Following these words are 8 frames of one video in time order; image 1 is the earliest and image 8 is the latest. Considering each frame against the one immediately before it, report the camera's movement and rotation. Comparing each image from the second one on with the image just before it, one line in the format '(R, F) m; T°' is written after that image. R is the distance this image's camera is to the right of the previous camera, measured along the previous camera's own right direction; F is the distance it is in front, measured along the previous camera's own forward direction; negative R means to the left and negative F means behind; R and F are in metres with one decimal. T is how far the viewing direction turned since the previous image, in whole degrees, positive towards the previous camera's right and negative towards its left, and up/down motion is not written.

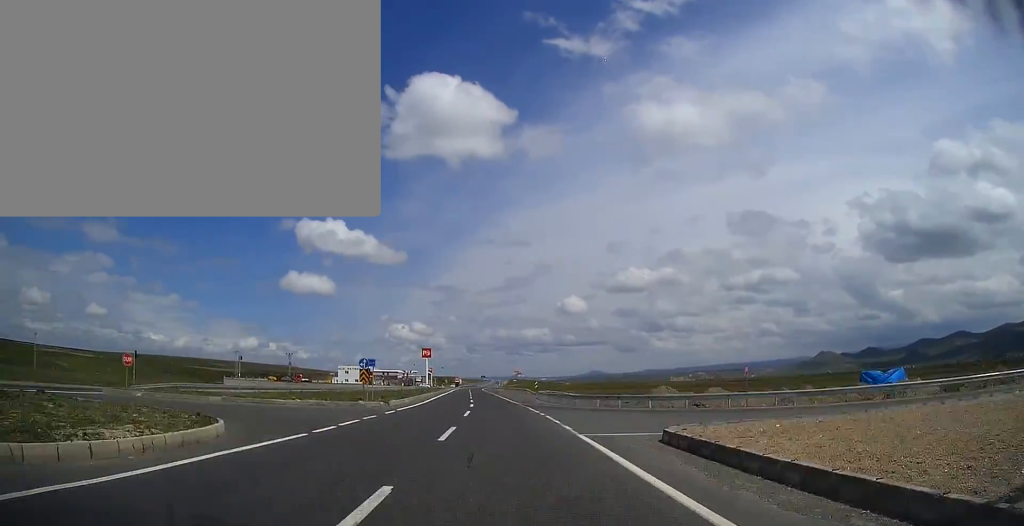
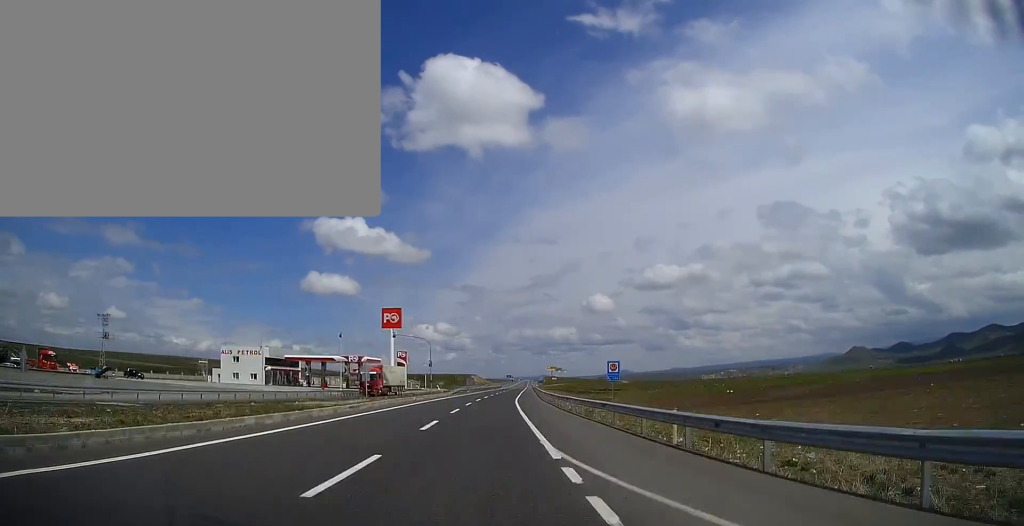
(-3.2, +144.2) m; 0°
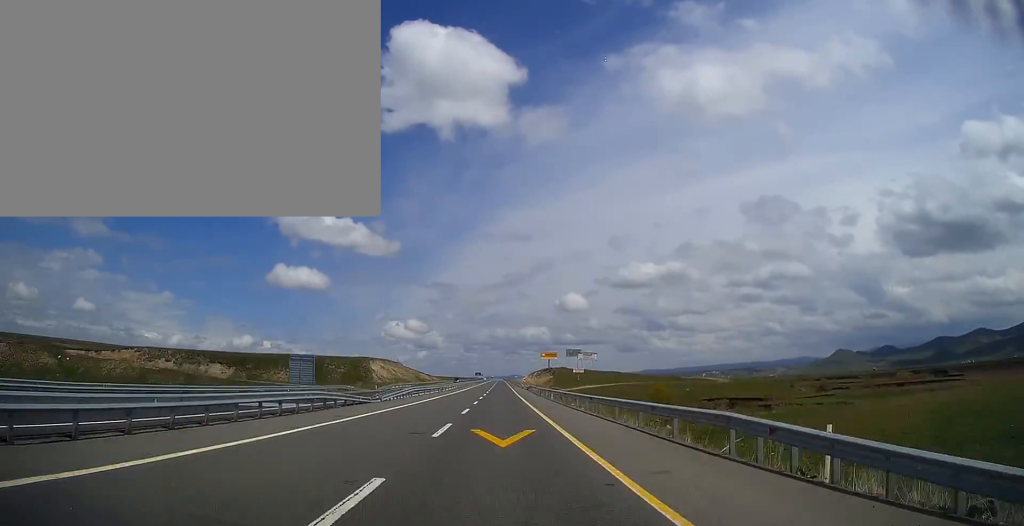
(+2.4, +212.8) m; +1°
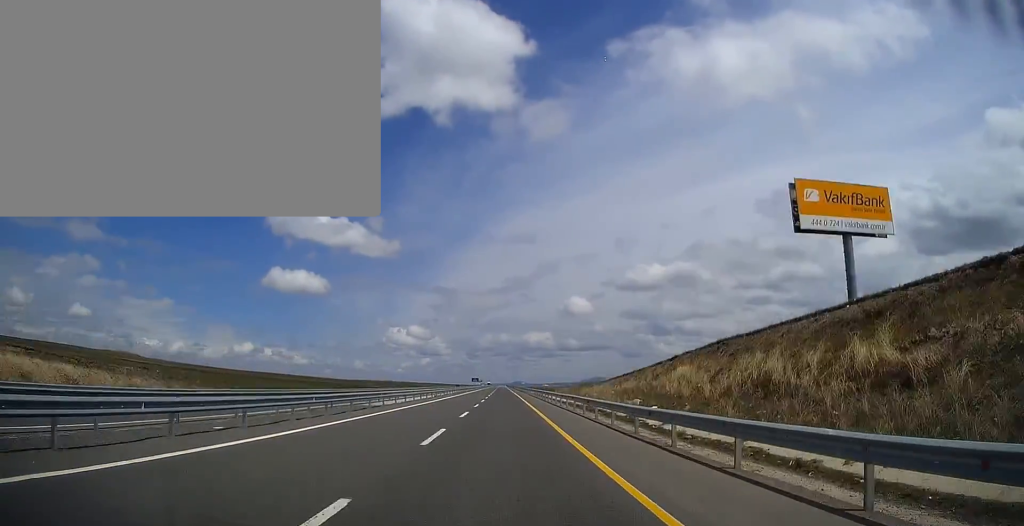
(+0.2, +228.4) m; 0°
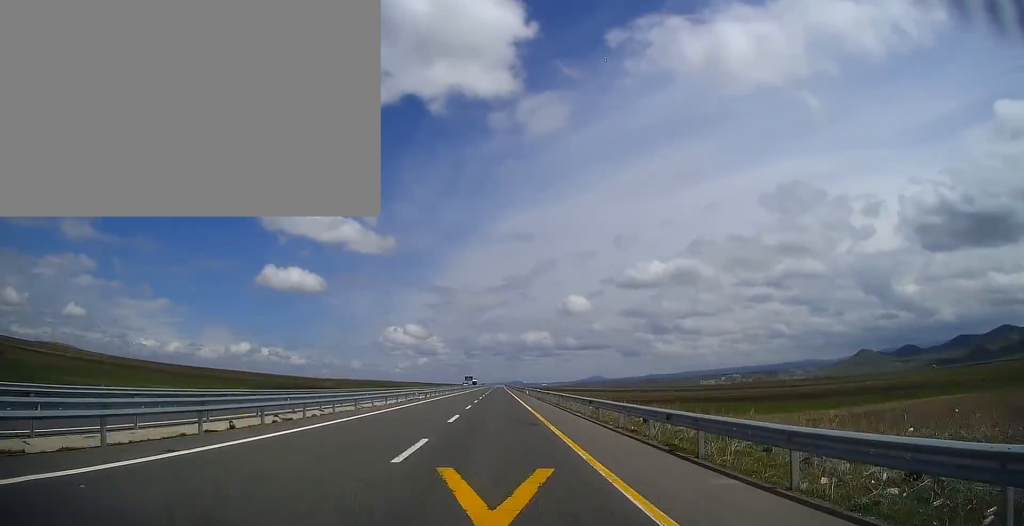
(0.0, +110.4) m; 0°
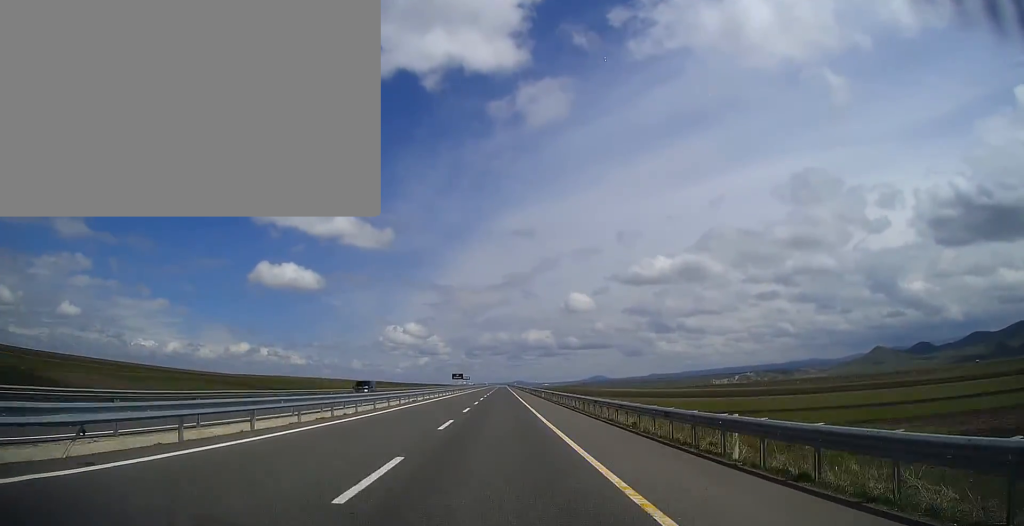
(0.0, +208.3) m; 0°
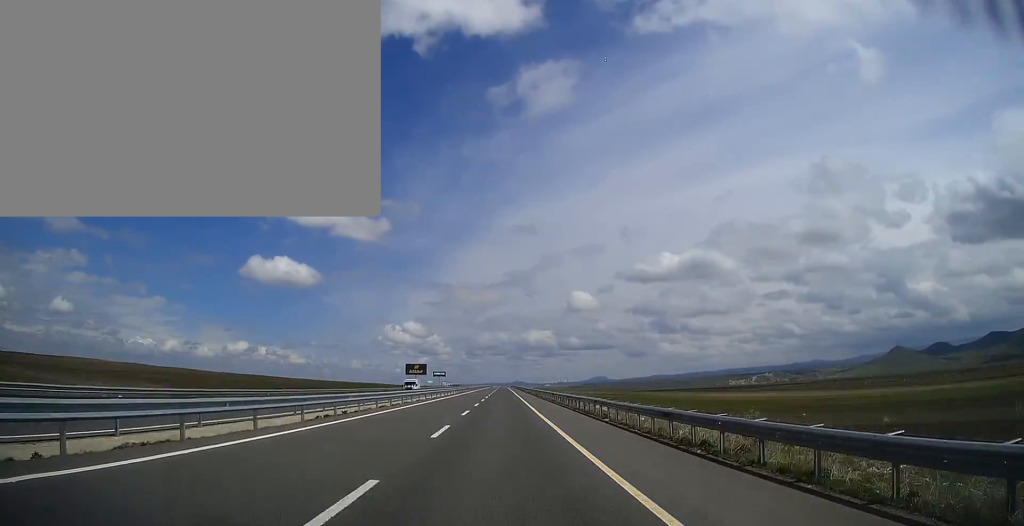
(+0.3, +254.3) m; 0°
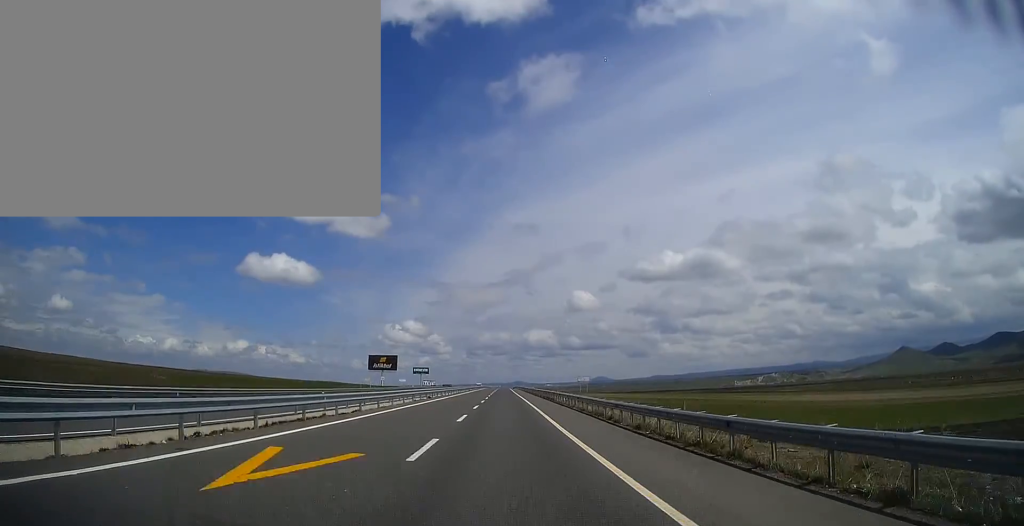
(0.0, +76.9) m; 0°
